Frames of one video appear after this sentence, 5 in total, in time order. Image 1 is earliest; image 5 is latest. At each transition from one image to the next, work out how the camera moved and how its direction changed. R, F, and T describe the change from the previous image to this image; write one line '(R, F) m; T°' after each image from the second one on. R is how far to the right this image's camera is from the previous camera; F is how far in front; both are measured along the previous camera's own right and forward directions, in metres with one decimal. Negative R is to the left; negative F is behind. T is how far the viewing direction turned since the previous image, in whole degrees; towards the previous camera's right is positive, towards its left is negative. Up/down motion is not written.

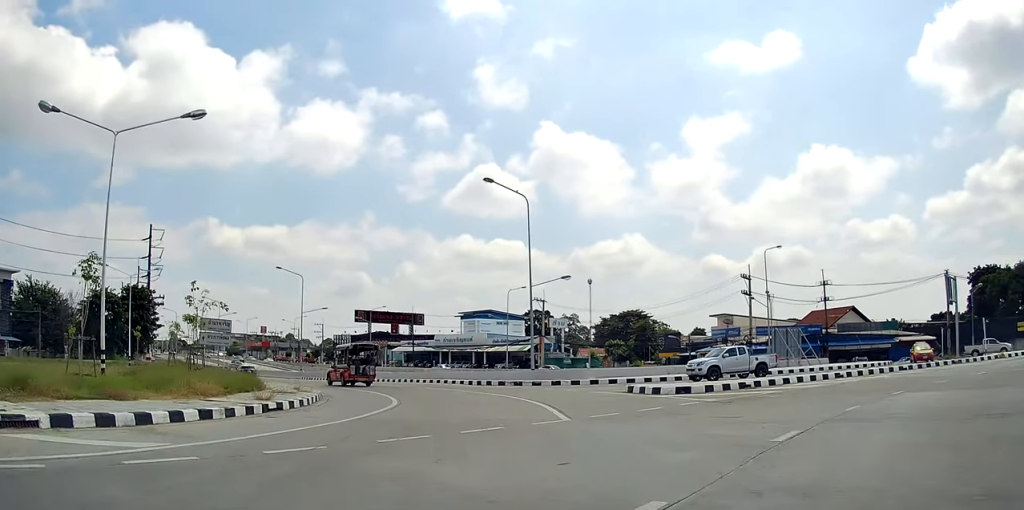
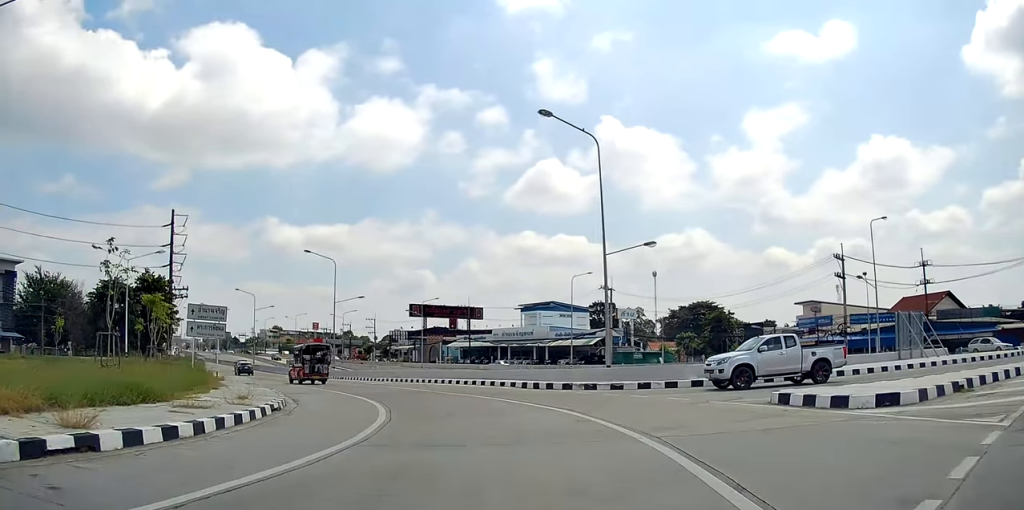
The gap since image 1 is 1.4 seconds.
(-0.8, +9.4) m; -6°
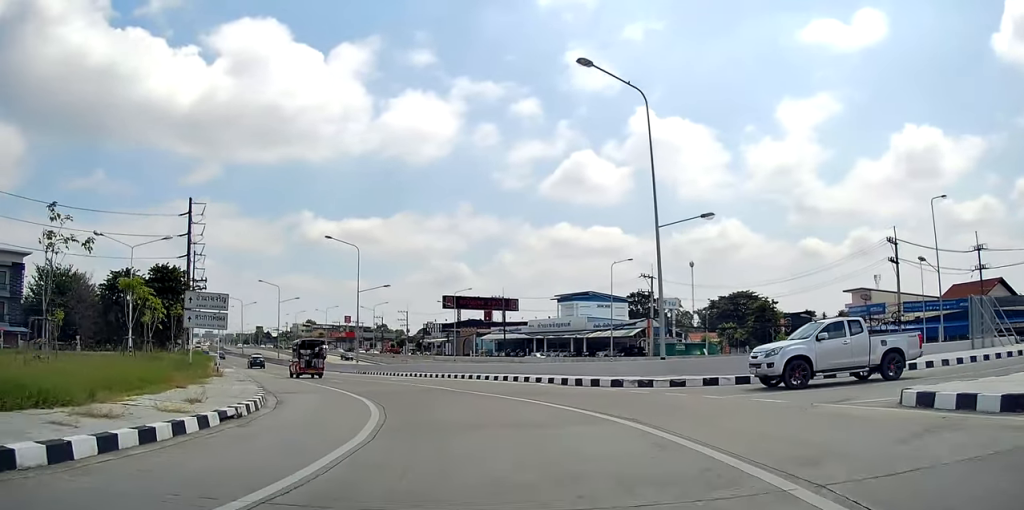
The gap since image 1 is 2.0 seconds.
(-0.1, +4.2) m; 0°
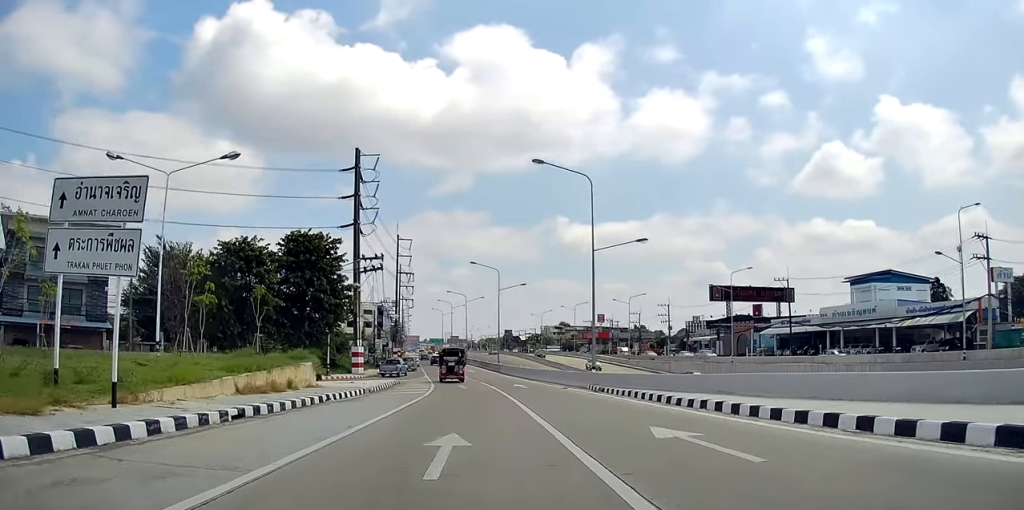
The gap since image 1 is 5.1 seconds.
(-2.4, +23.0) m; -13°
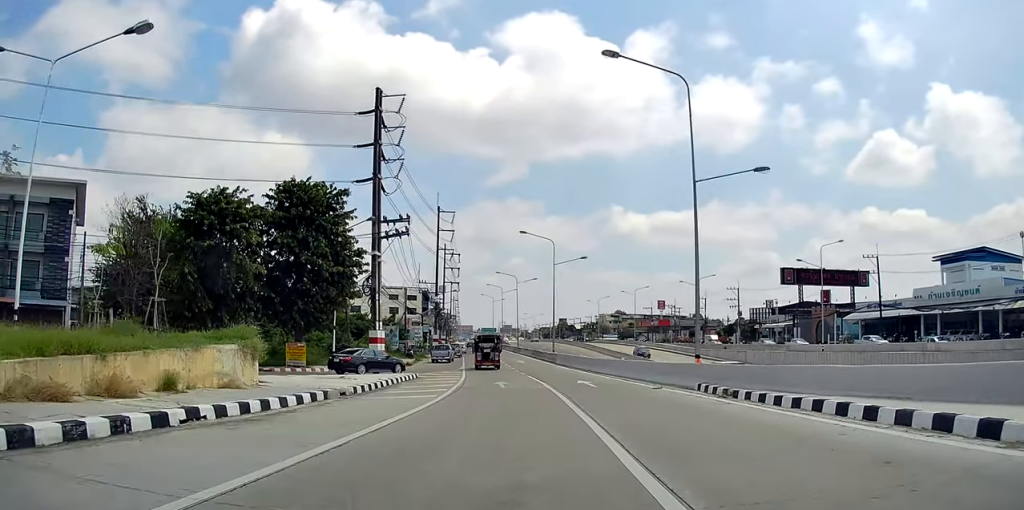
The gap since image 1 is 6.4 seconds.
(-0.1, +12.1) m; -2°
